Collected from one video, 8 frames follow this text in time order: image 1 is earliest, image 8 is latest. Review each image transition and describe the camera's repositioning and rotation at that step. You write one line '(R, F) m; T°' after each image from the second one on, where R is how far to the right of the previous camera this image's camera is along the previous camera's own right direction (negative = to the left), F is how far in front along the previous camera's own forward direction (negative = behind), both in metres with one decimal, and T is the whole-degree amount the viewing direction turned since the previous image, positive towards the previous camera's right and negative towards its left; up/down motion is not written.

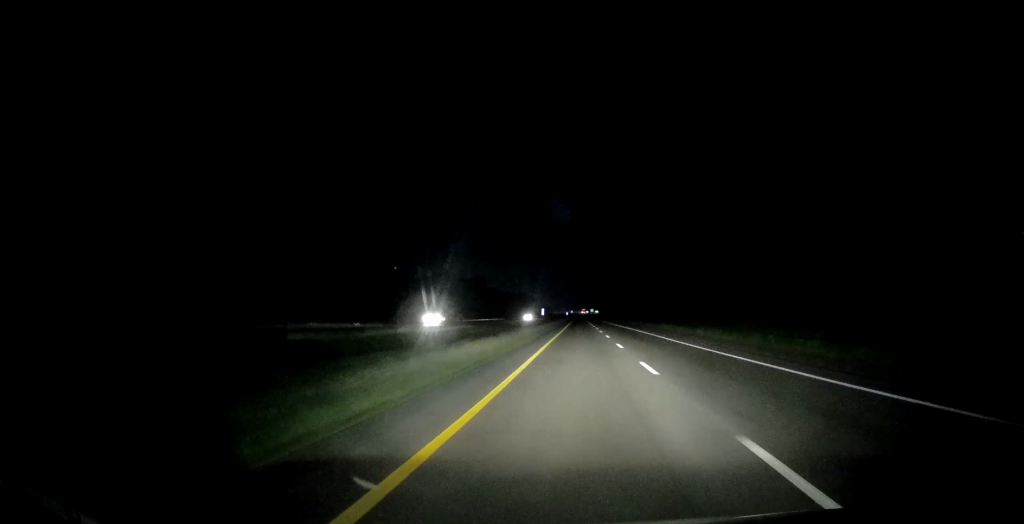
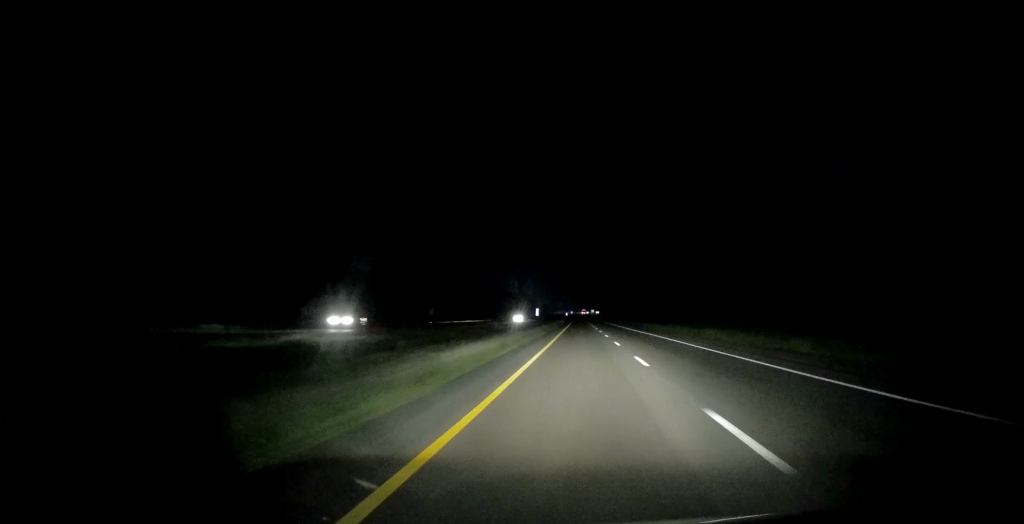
(-0.2, +21.7) m; 0°
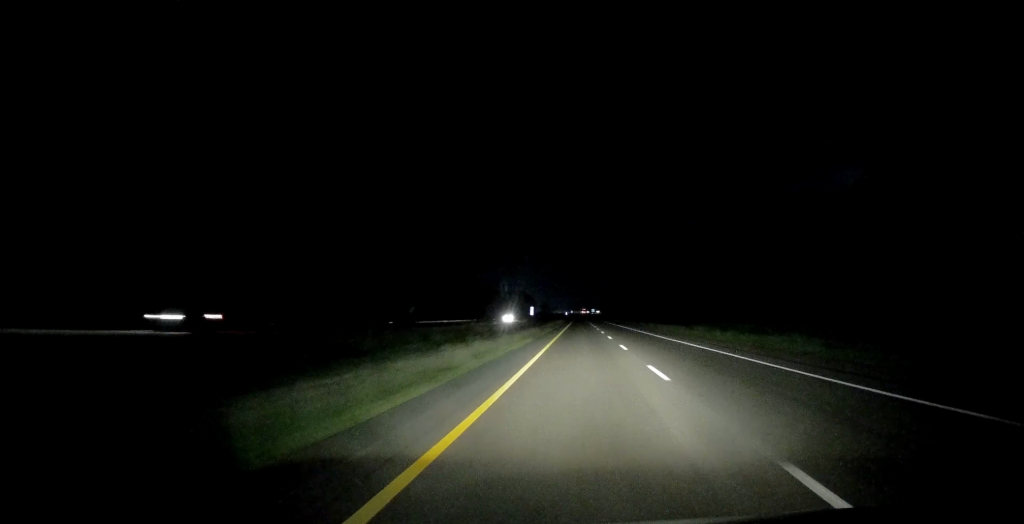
(-0.1, +16.0) m; 0°
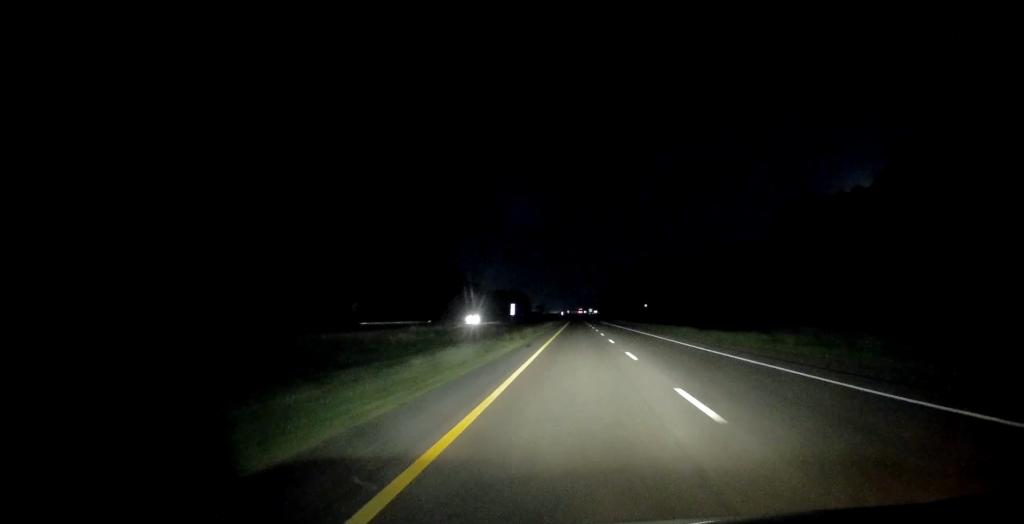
(+0.4, +29.6) m; 0°
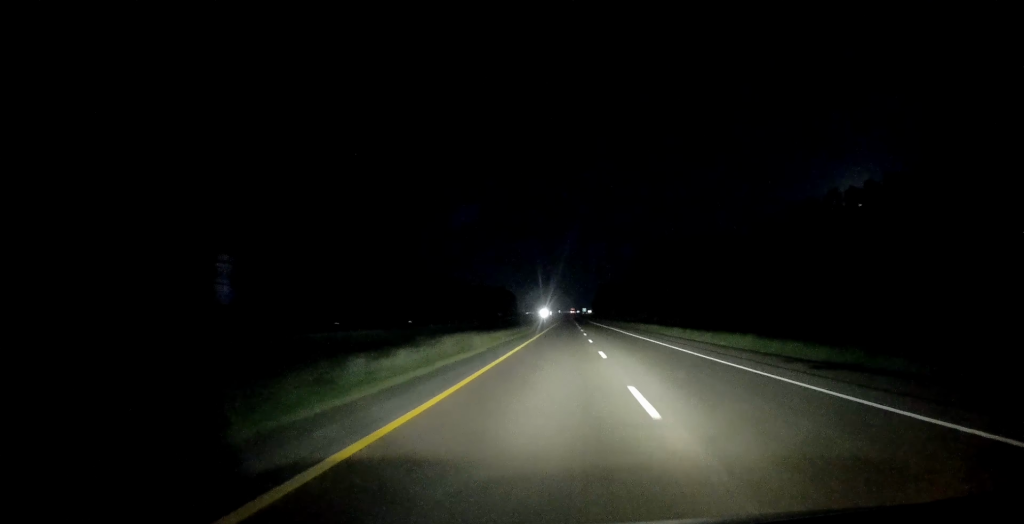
(+0.3, +71.8) m; +1°
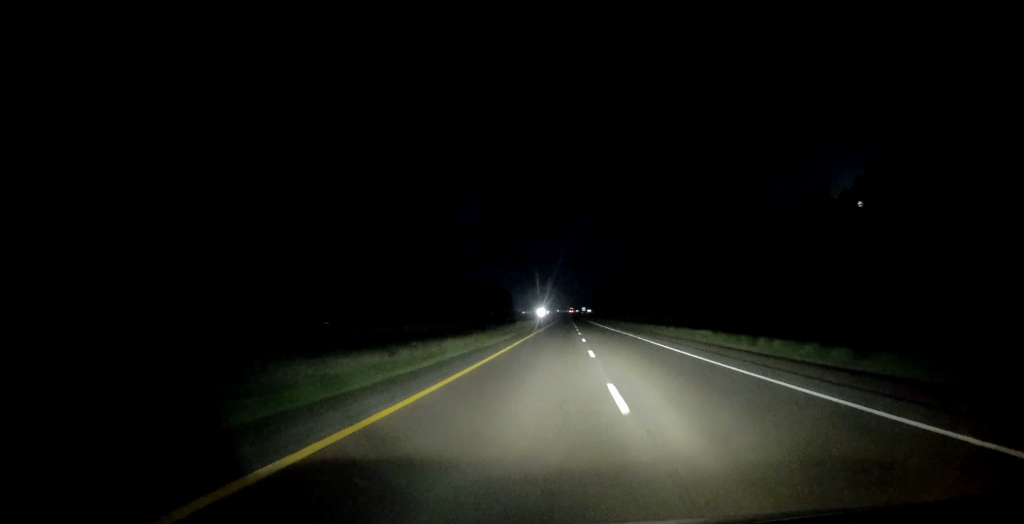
(-0.1, +25.1) m; 0°
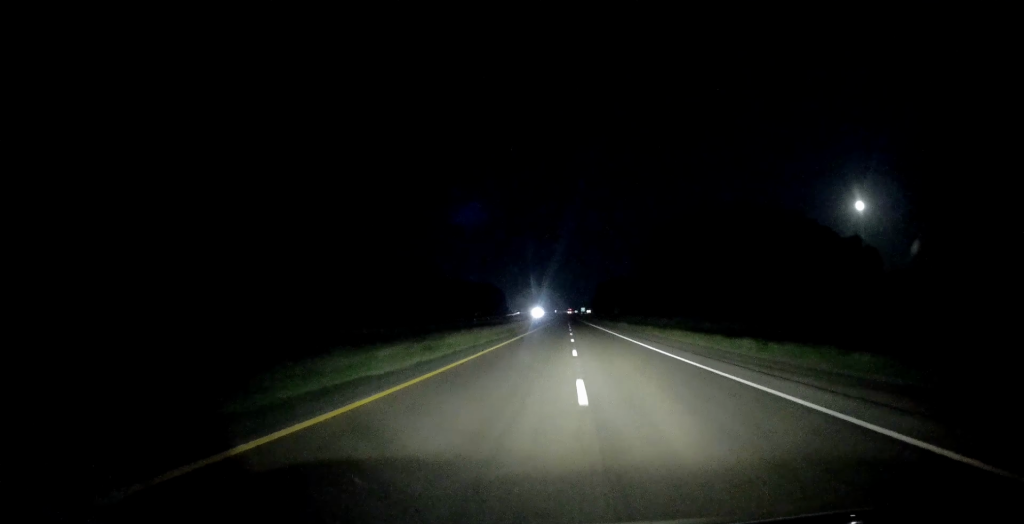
(0.0, +35.4) m; 0°
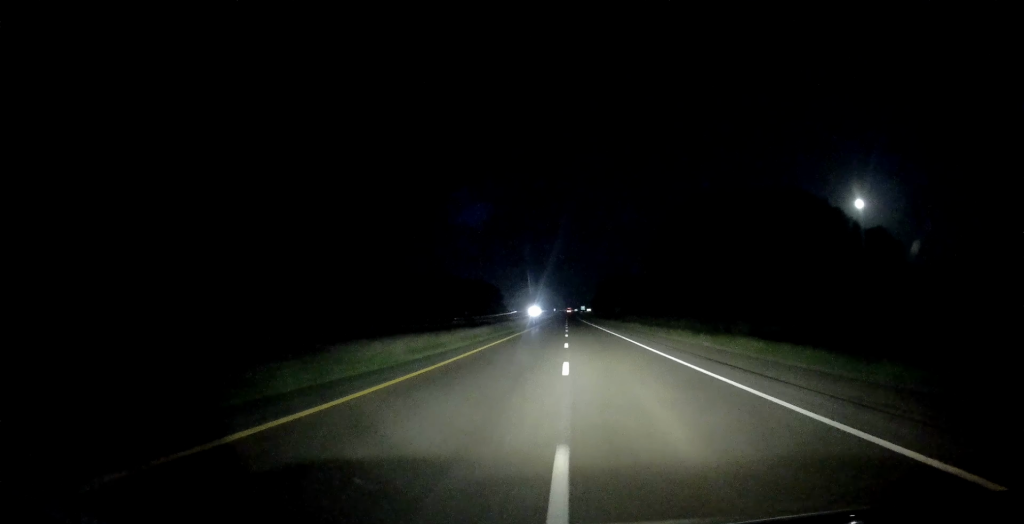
(0.0, +19.4) m; 0°
